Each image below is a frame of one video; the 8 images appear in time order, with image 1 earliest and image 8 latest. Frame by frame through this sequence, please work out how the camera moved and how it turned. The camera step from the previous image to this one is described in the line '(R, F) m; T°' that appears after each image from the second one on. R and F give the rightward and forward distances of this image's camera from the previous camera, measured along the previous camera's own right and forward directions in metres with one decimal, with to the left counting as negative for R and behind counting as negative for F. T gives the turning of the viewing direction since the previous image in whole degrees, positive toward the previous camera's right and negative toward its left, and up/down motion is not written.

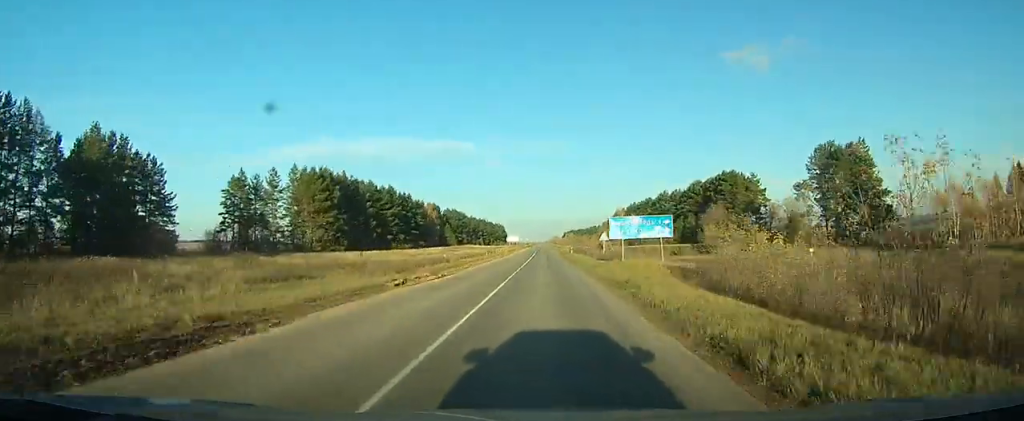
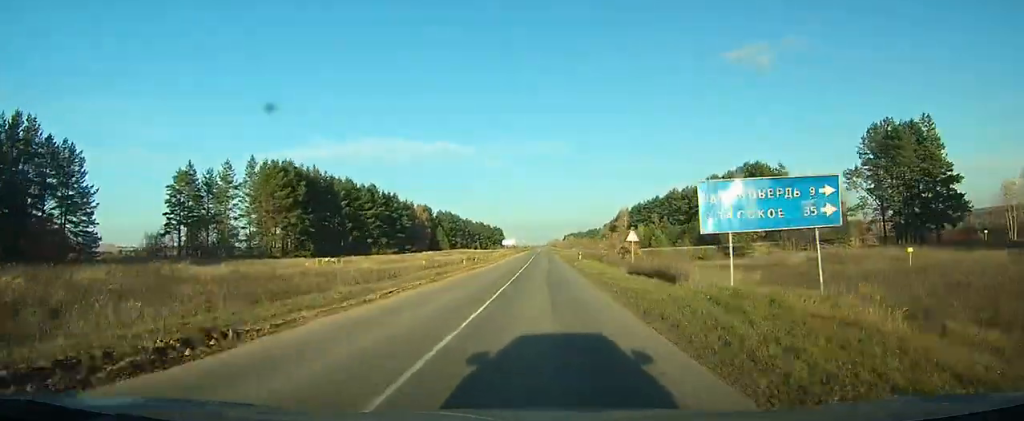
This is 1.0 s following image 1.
(0.0, +17.6) m; 0°
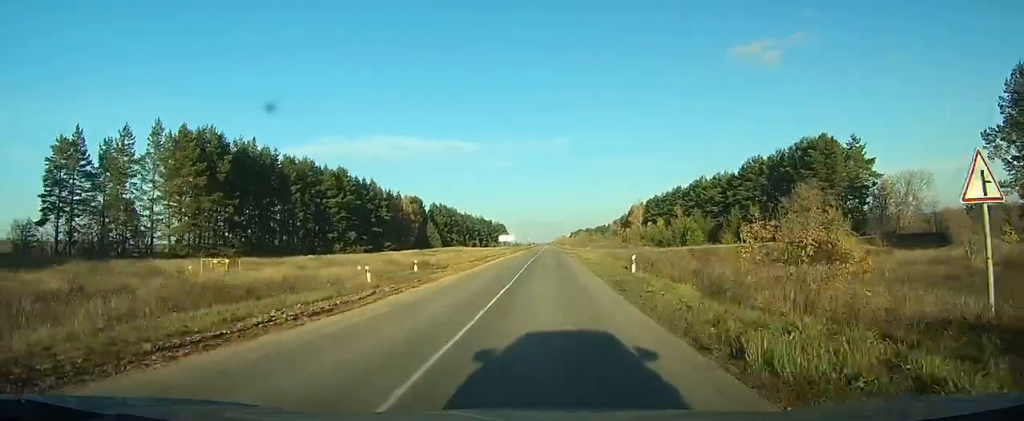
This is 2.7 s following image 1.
(+0.1, +29.8) m; -1°
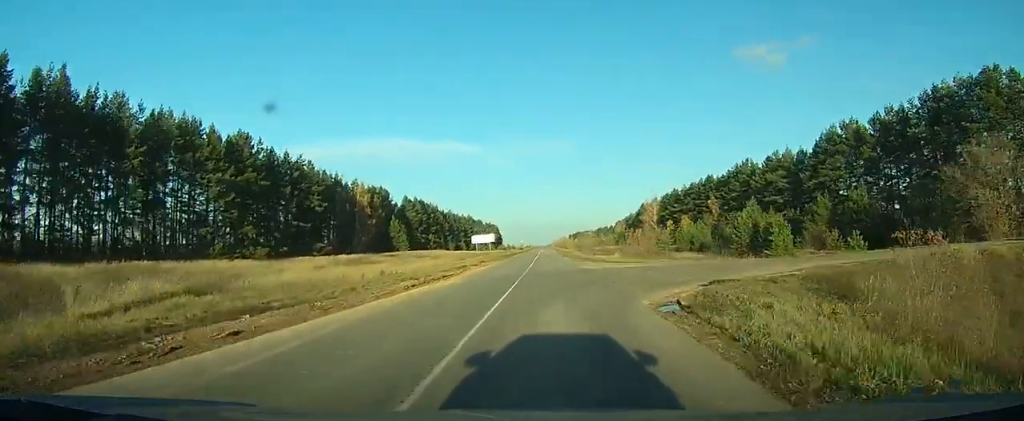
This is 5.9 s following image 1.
(-0.6, +42.5) m; +2°
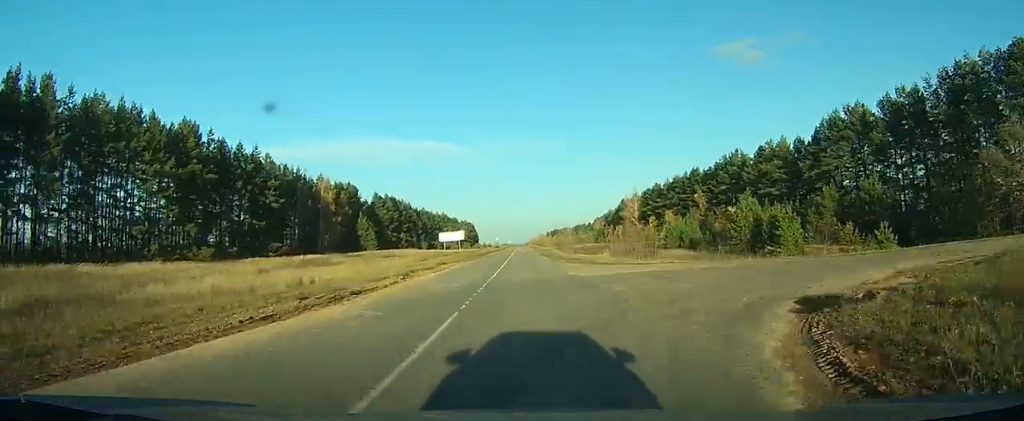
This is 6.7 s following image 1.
(-0.6, +10.0) m; +2°
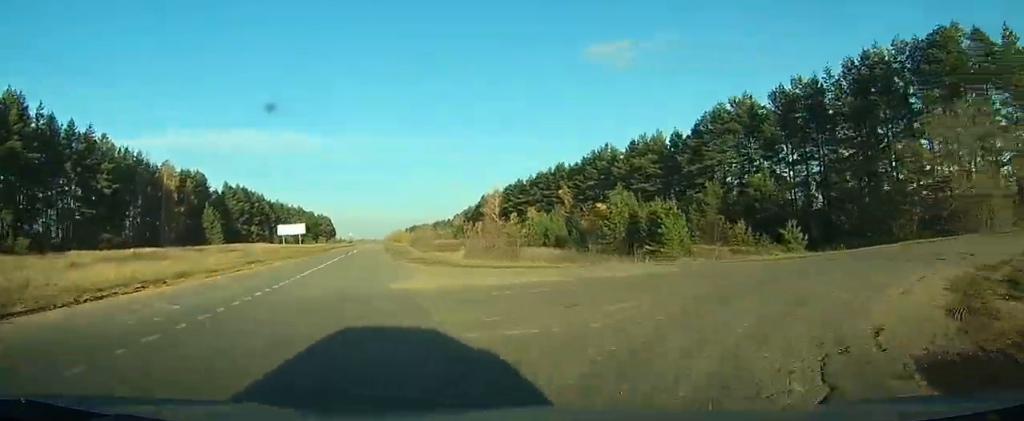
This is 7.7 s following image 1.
(+1.2, +9.5) m; +19°
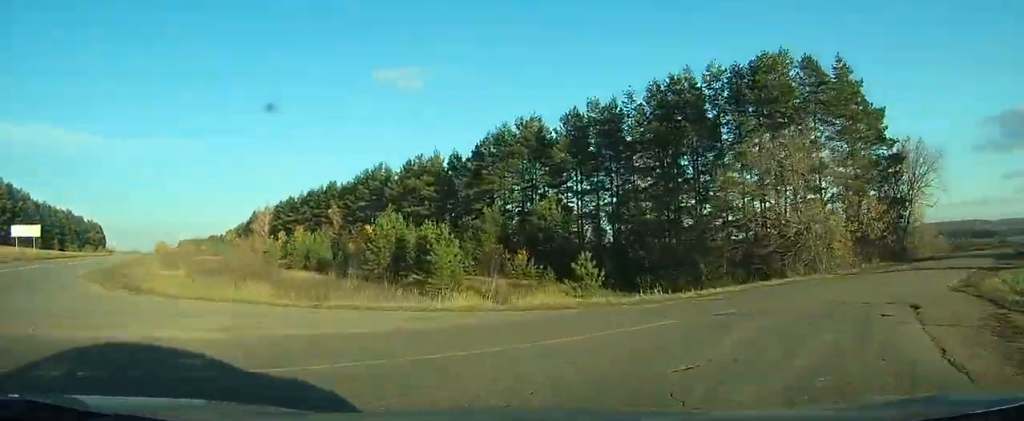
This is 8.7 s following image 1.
(-1.9, +9.3) m; +19°
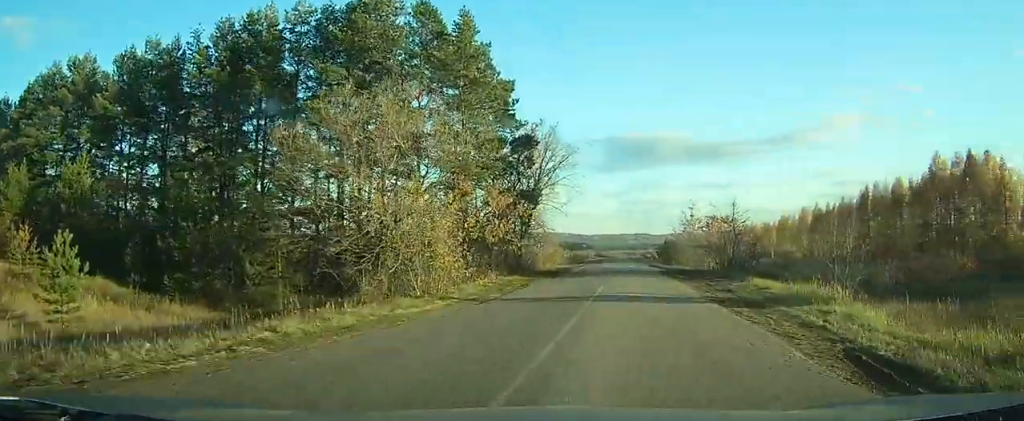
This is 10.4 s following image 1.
(+8.1, +13.1) m; +36°
